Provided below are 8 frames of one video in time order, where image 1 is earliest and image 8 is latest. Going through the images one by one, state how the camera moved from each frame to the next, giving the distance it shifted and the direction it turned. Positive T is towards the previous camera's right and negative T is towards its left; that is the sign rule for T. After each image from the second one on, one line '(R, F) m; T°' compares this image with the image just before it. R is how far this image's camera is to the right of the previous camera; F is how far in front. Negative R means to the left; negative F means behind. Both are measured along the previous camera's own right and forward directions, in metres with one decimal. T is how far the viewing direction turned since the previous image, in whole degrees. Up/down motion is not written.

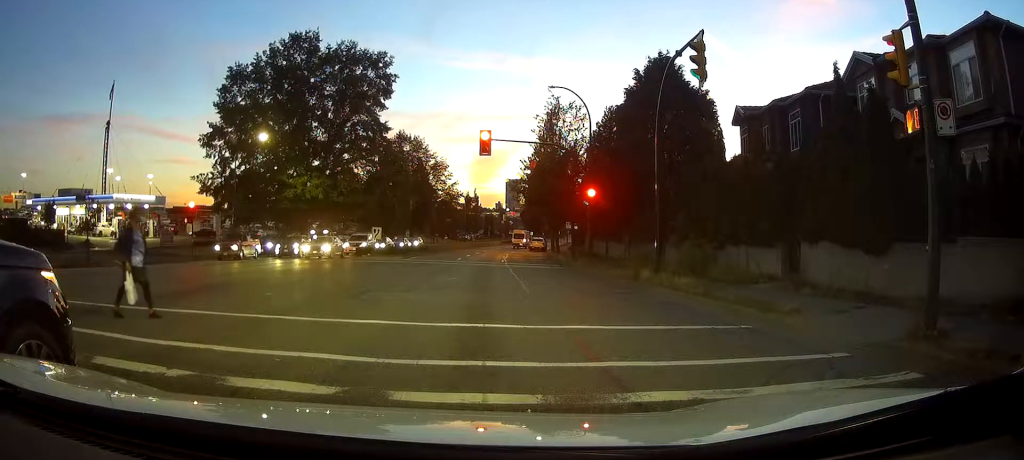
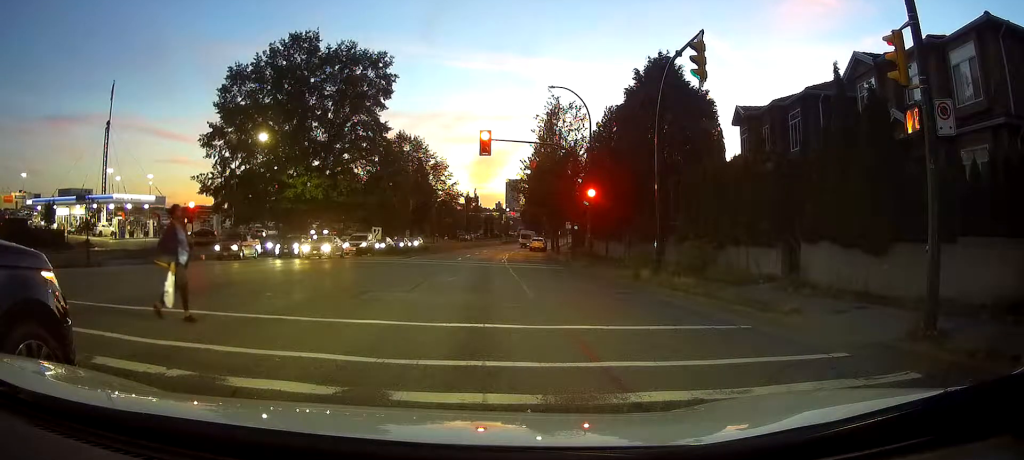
(0.0, 0.0) m; 0°
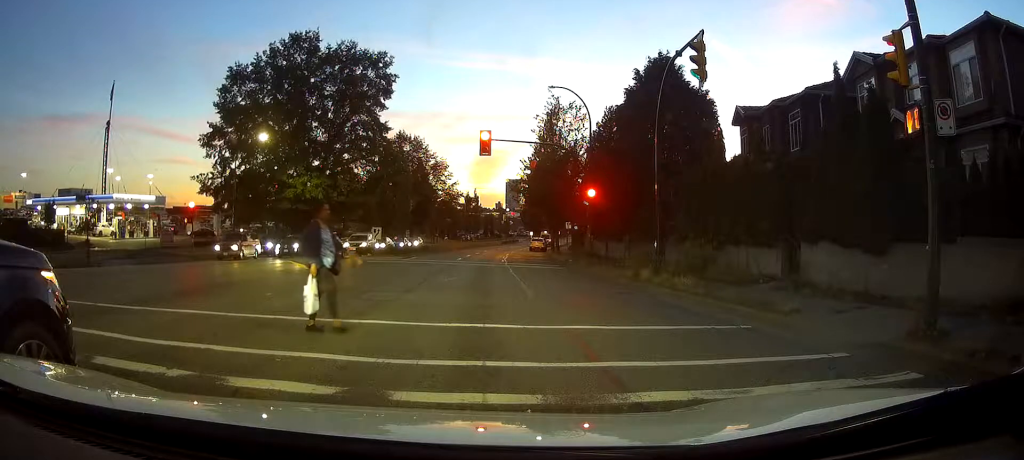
(0.0, +0.2) m; 0°
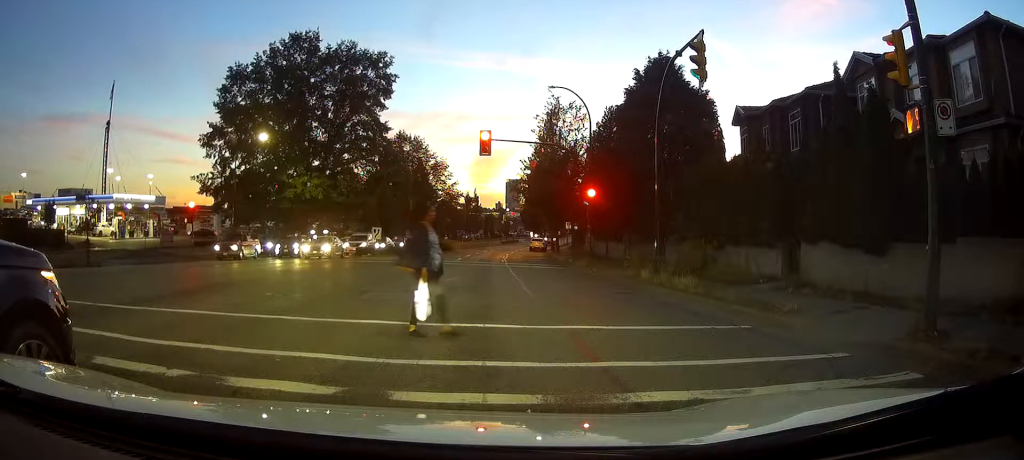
(0.0, 0.0) m; 0°
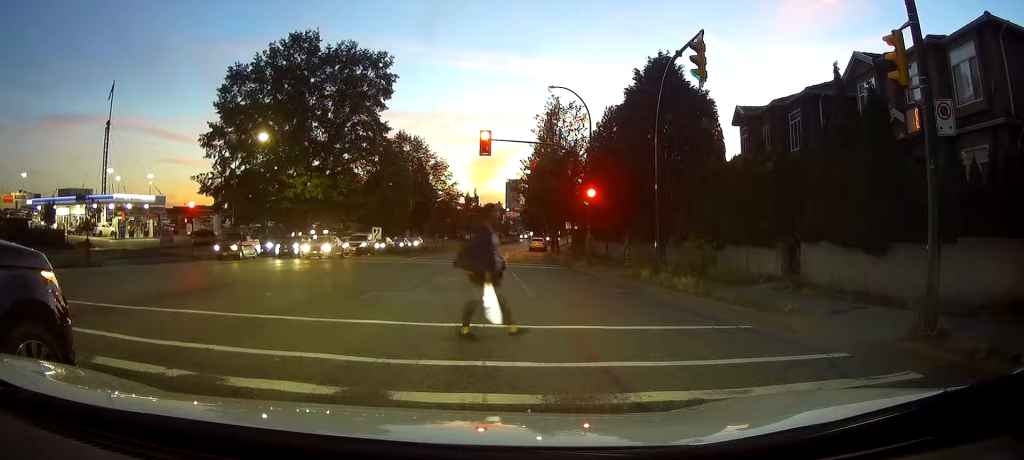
(0.0, 0.0) m; 0°
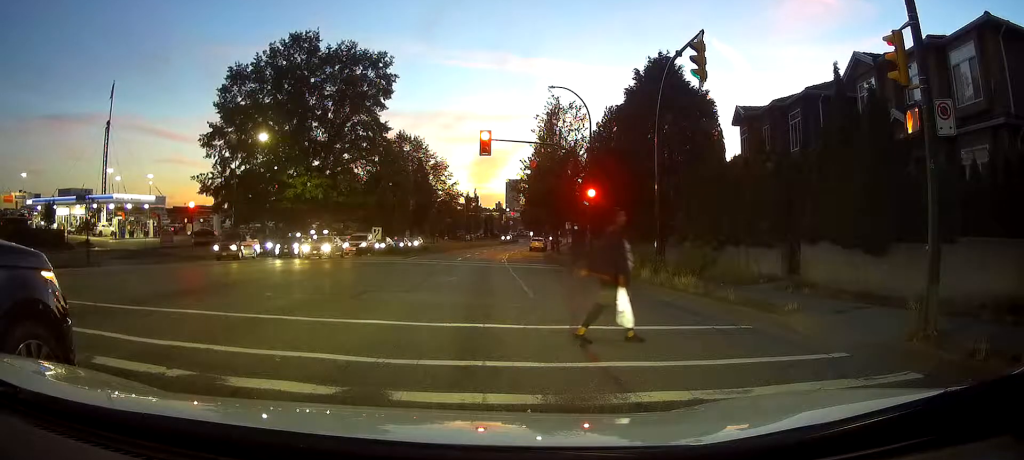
(0.0, 0.0) m; 0°
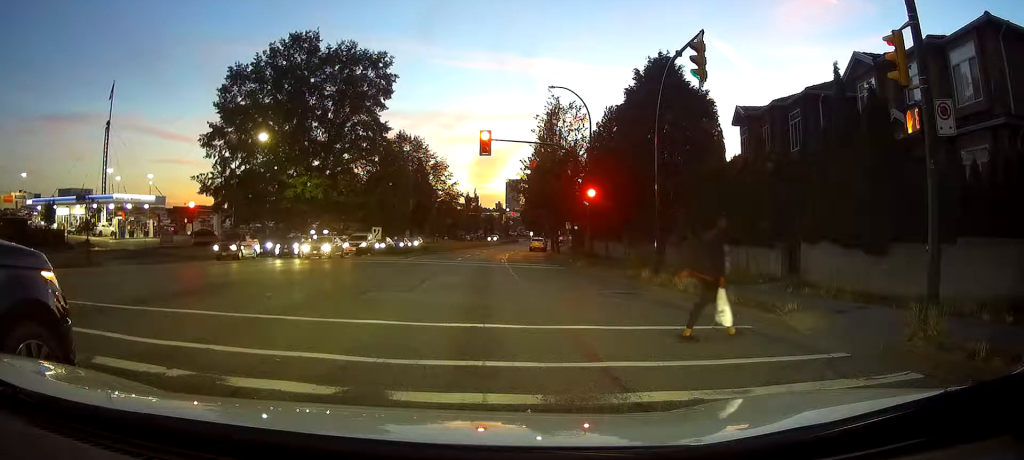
(0.0, 0.0) m; 0°
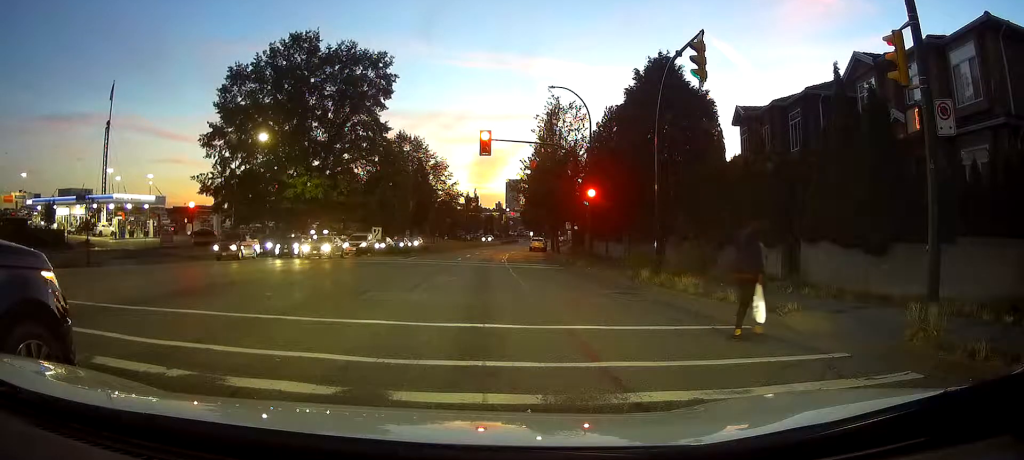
(0.0, 0.0) m; 0°
